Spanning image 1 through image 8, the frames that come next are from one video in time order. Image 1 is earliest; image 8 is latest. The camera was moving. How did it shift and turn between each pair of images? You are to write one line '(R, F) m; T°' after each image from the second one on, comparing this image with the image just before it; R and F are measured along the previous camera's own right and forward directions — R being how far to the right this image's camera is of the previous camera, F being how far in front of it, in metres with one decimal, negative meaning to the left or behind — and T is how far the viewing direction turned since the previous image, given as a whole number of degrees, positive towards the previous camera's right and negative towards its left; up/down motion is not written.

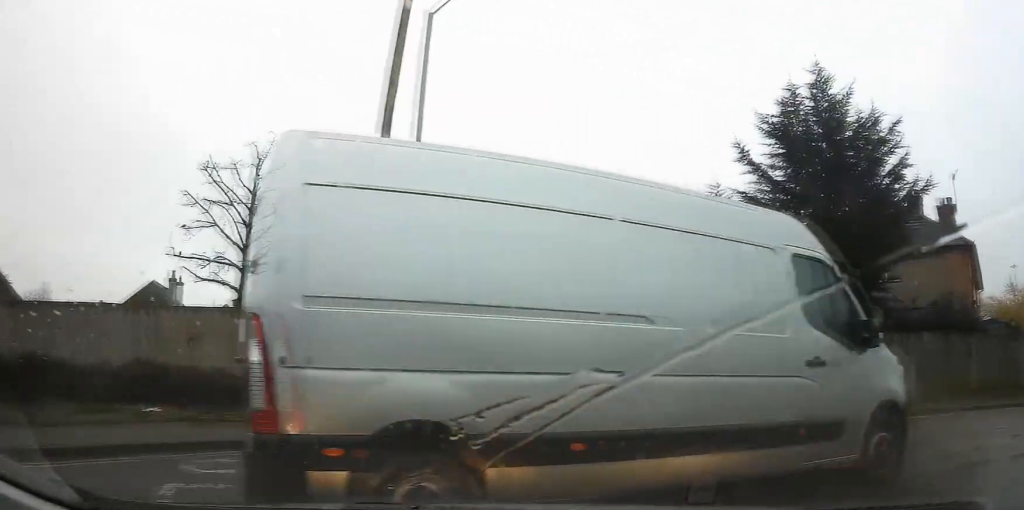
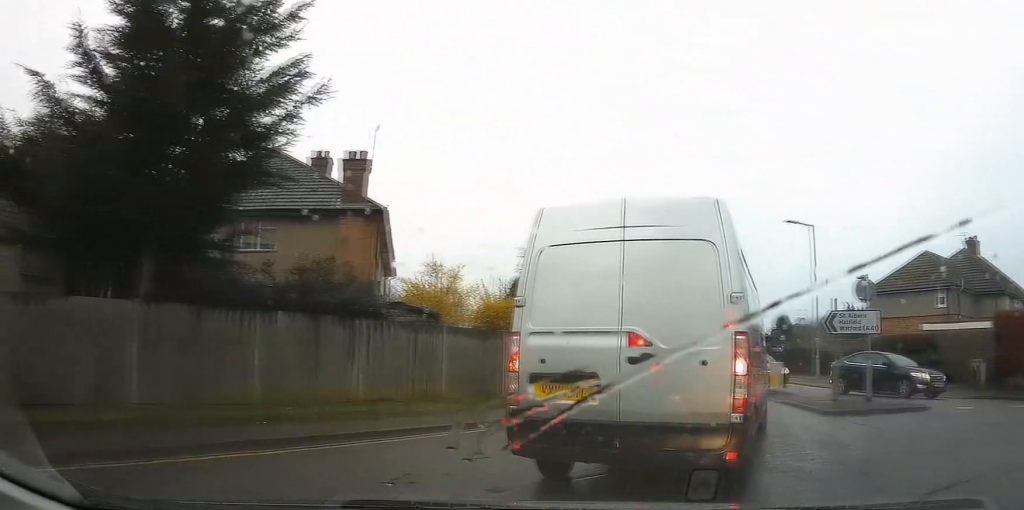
(+3.5, +6.4) m; +57°
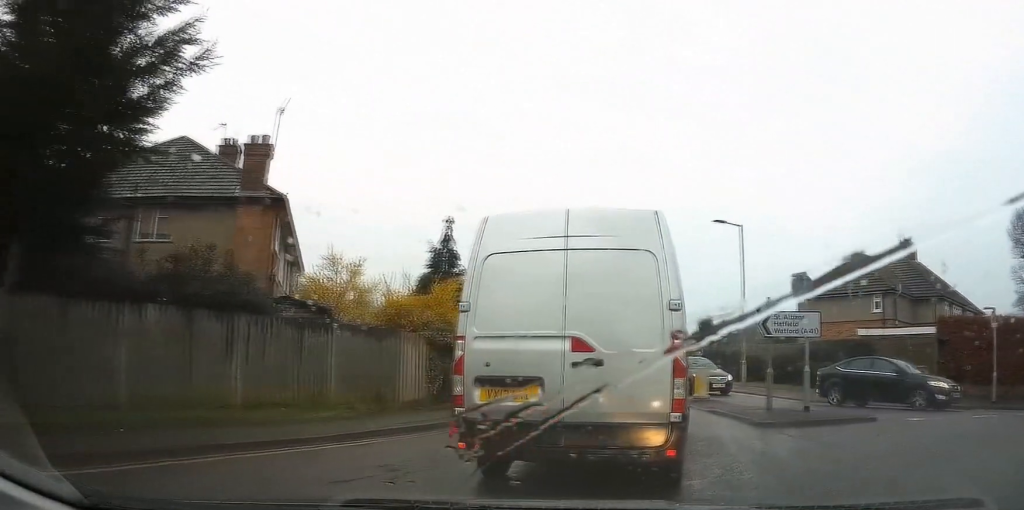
(0.0, +1.6) m; +5°
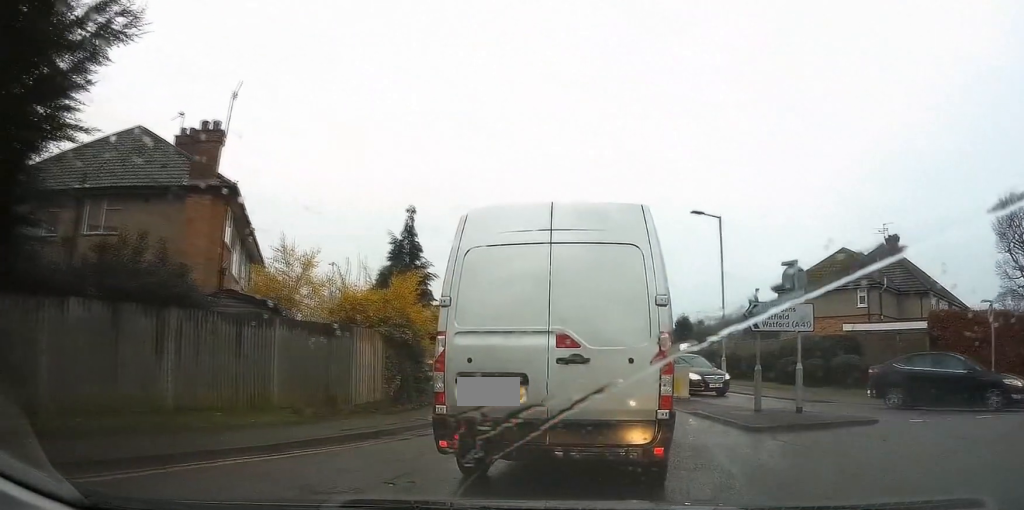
(-0.1, +1.2) m; +5°
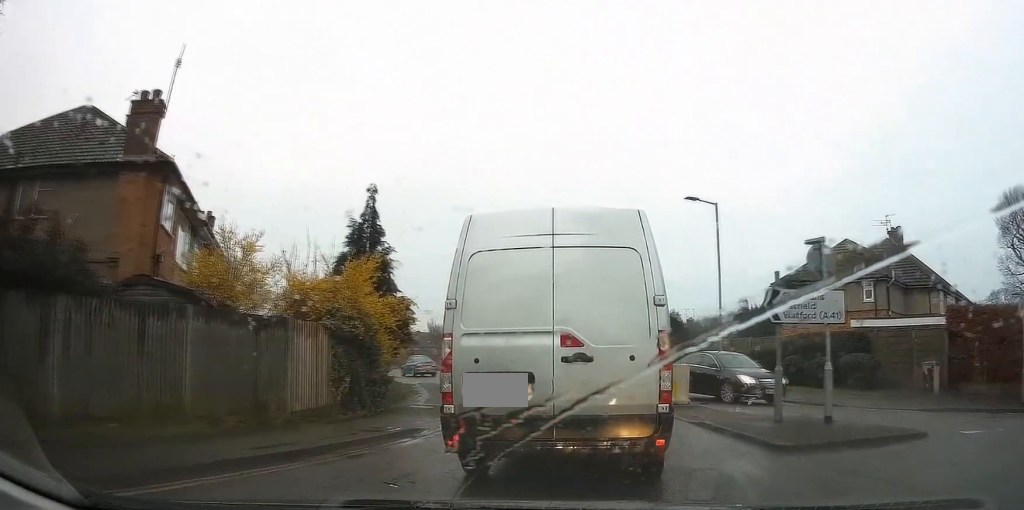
(+0.3, +2.2) m; +4°
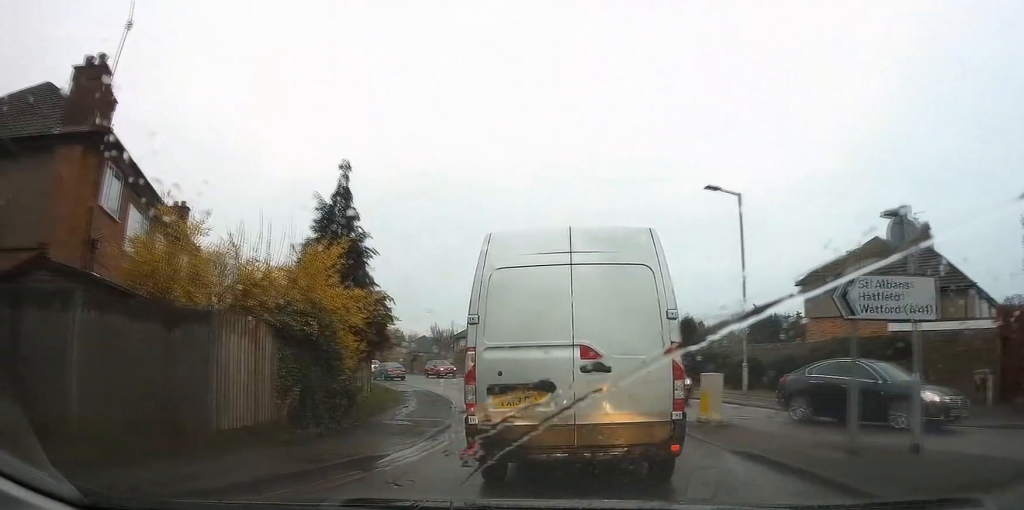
(-0.1, +2.8) m; -6°
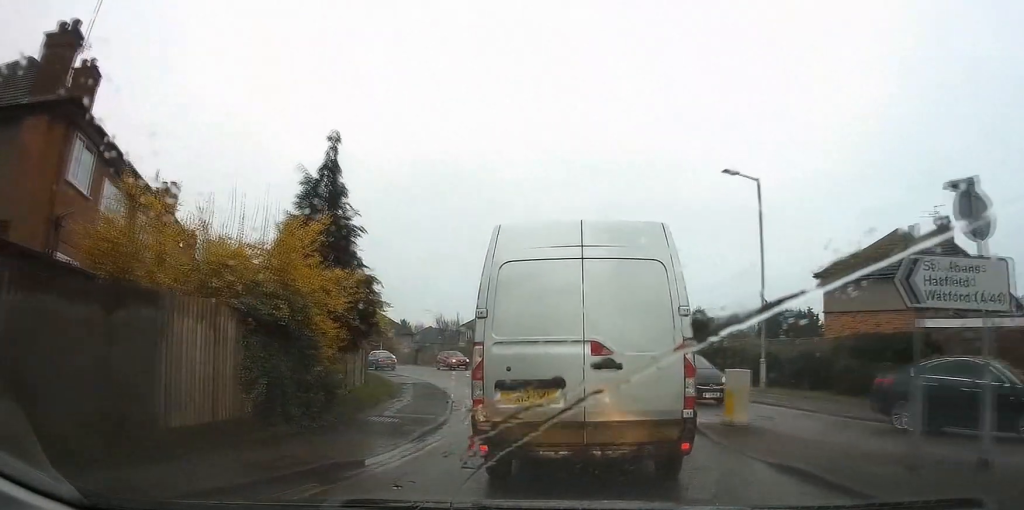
(0.0, +1.3) m; -1°
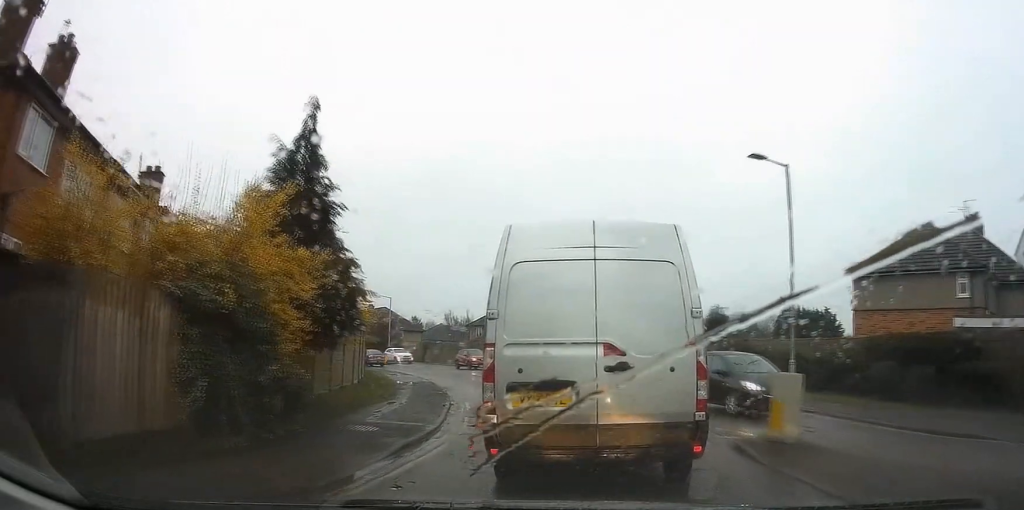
(-0.1, +2.0) m; +3°
